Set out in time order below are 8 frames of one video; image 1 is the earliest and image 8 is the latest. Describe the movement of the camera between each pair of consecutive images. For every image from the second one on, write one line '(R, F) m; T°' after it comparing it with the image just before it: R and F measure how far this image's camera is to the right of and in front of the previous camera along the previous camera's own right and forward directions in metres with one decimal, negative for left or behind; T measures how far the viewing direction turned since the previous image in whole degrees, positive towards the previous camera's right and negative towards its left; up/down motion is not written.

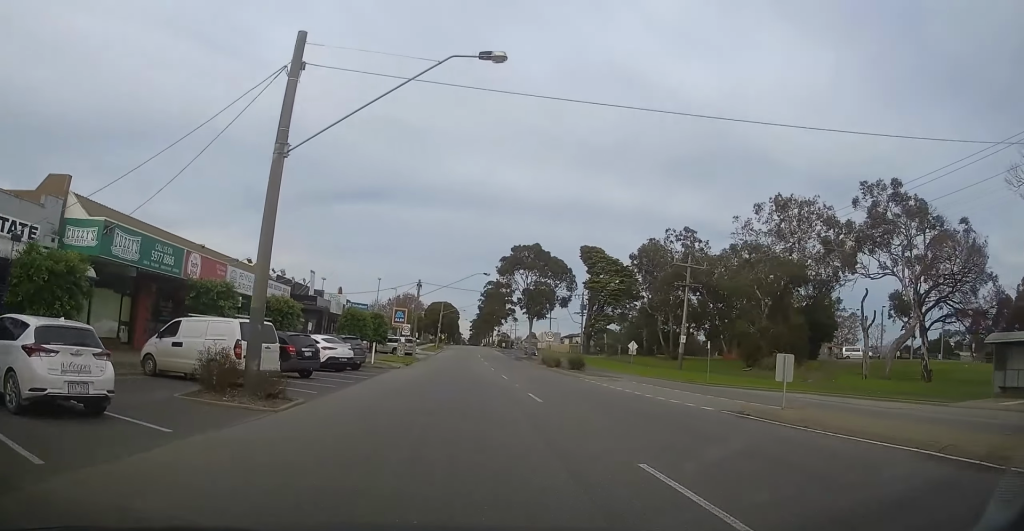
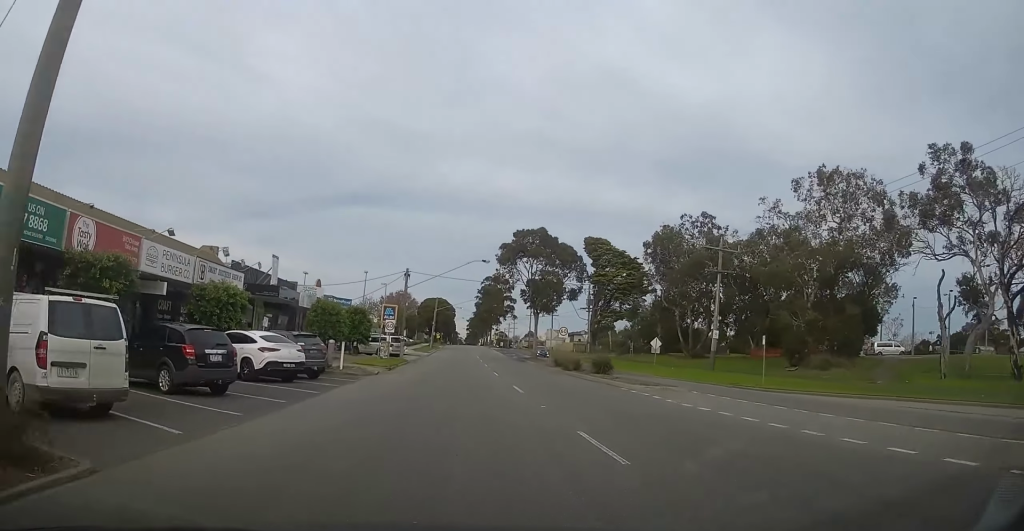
(0.0, +8.7) m; 0°
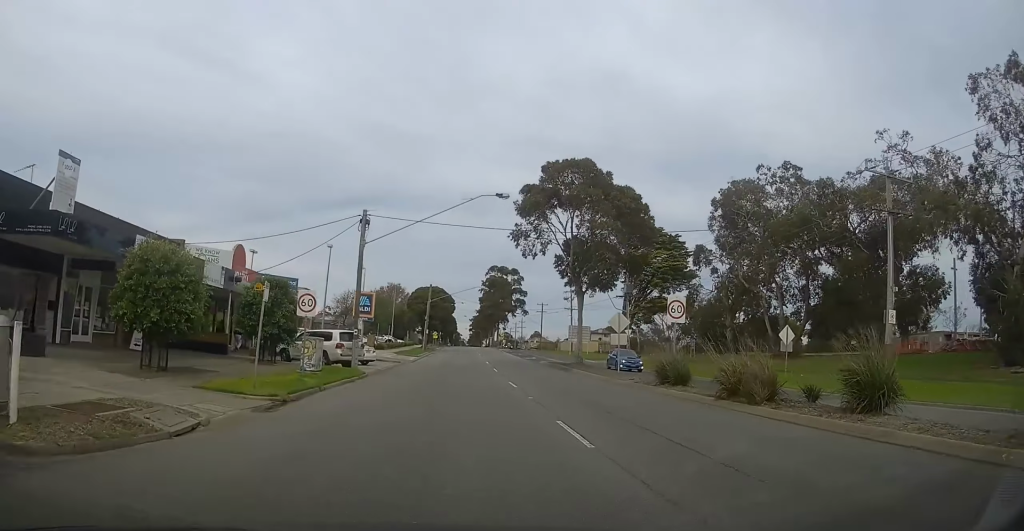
(+0.2, +22.6) m; +2°
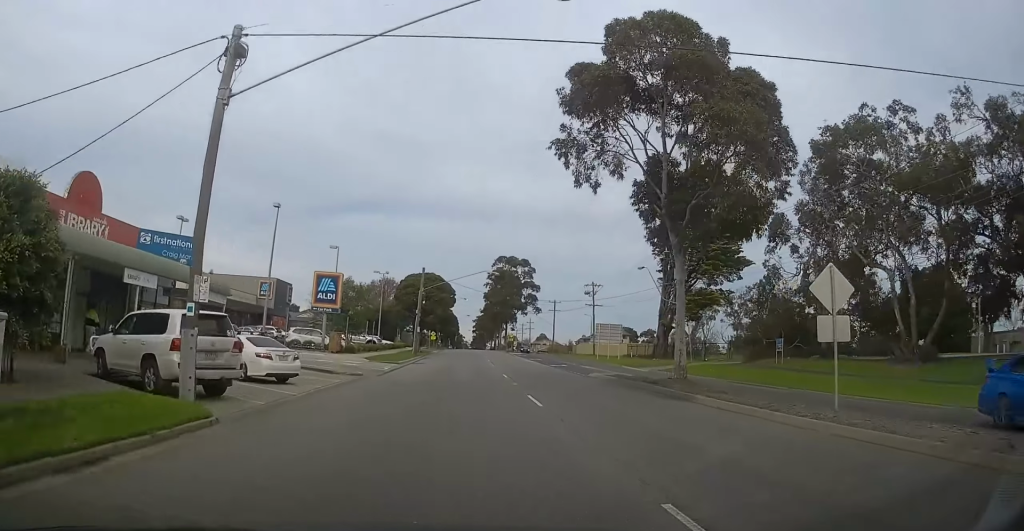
(+0.3, +18.5) m; +1°
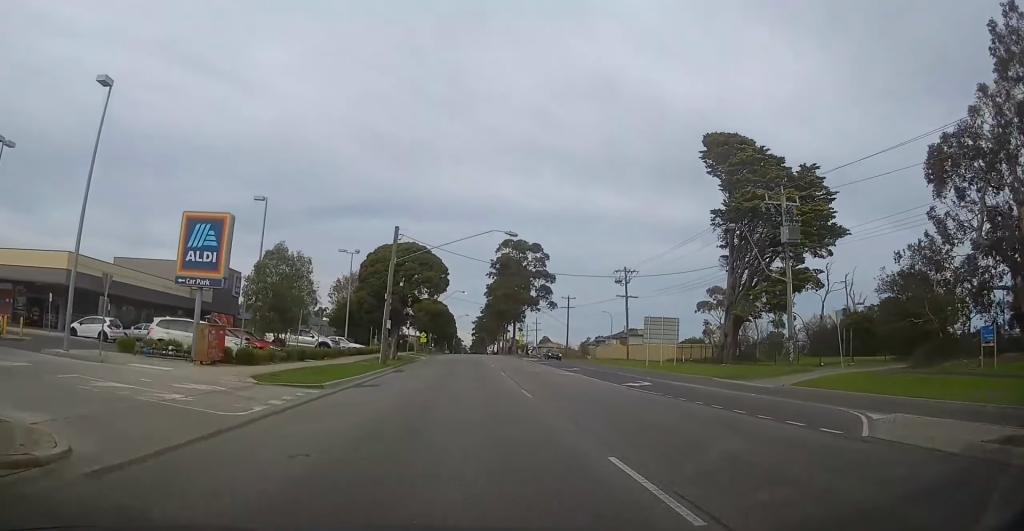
(-0.4, +21.5) m; -1°
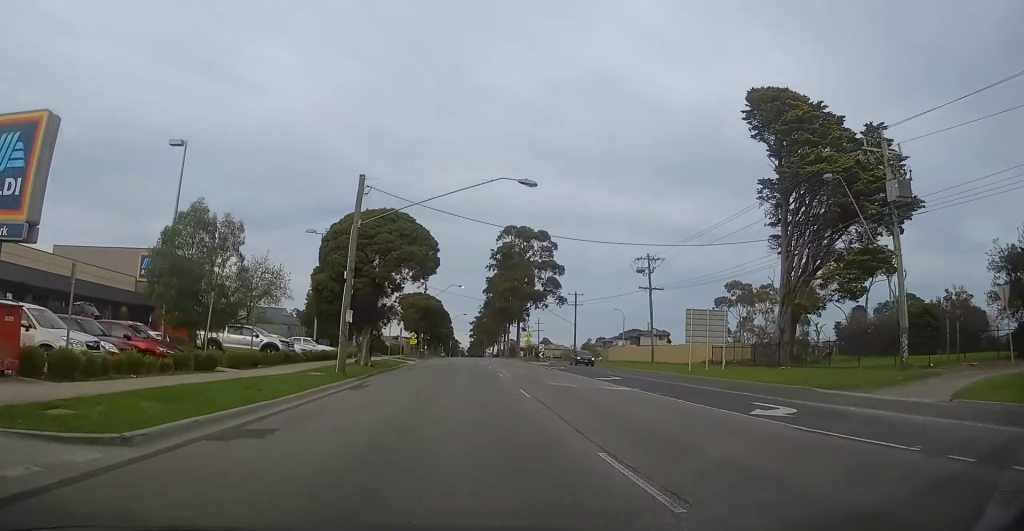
(0.0, +11.3) m; 0°
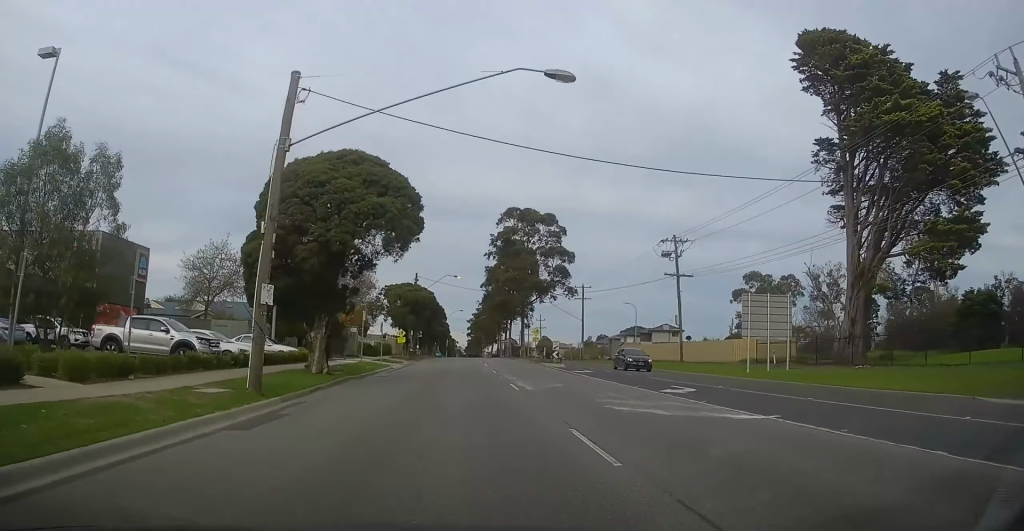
(+0.3, +10.2) m; 0°
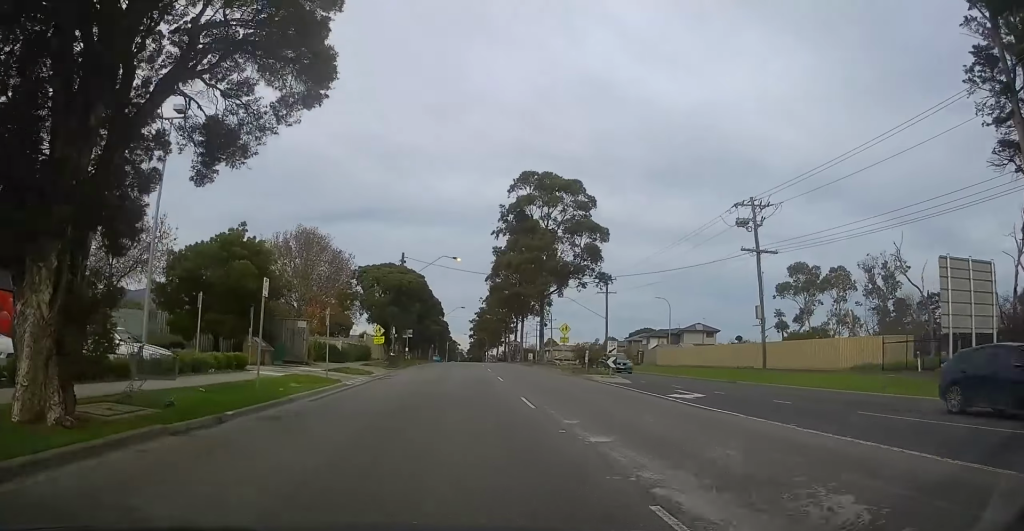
(-0.4, +16.8) m; -2°
